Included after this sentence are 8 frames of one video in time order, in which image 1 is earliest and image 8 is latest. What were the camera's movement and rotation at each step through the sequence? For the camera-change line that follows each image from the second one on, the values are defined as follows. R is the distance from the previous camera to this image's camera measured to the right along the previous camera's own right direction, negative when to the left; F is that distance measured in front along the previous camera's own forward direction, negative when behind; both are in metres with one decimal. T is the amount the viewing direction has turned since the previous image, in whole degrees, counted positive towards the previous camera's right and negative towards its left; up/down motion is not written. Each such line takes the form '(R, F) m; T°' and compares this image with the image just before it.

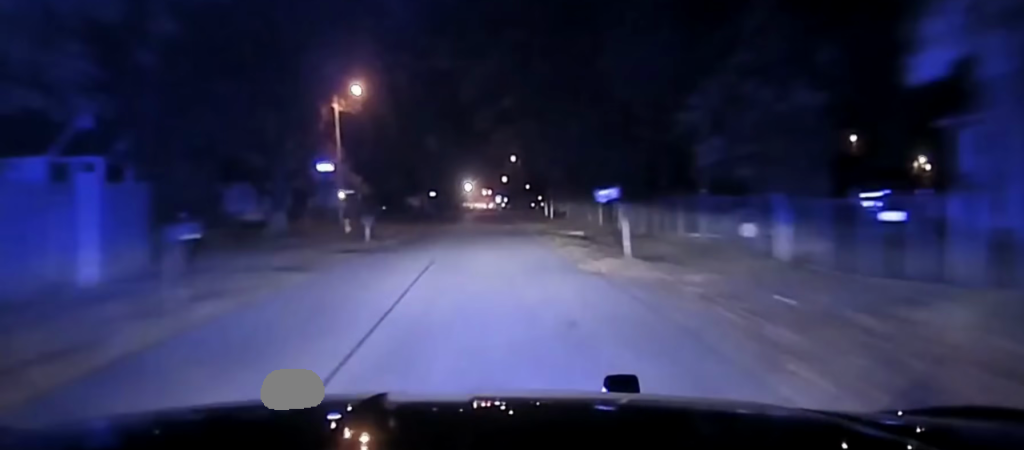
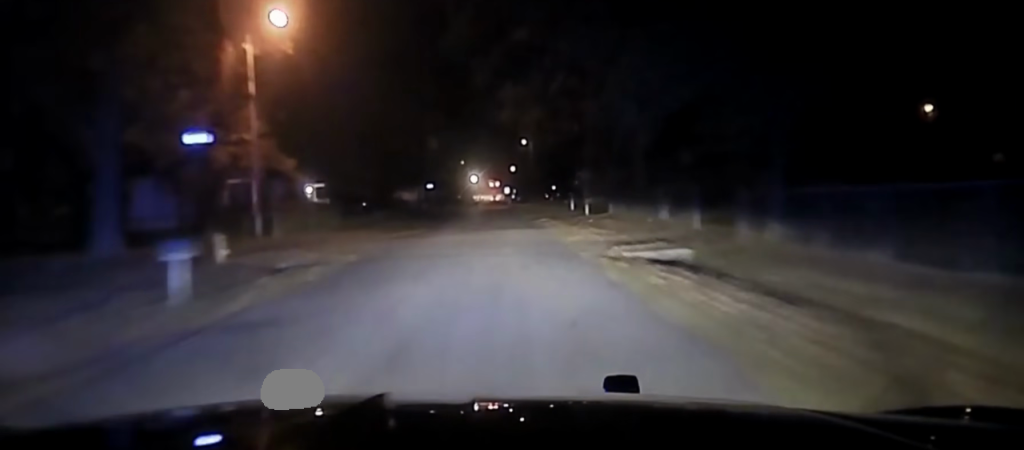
(0.0, +22.1) m; 0°
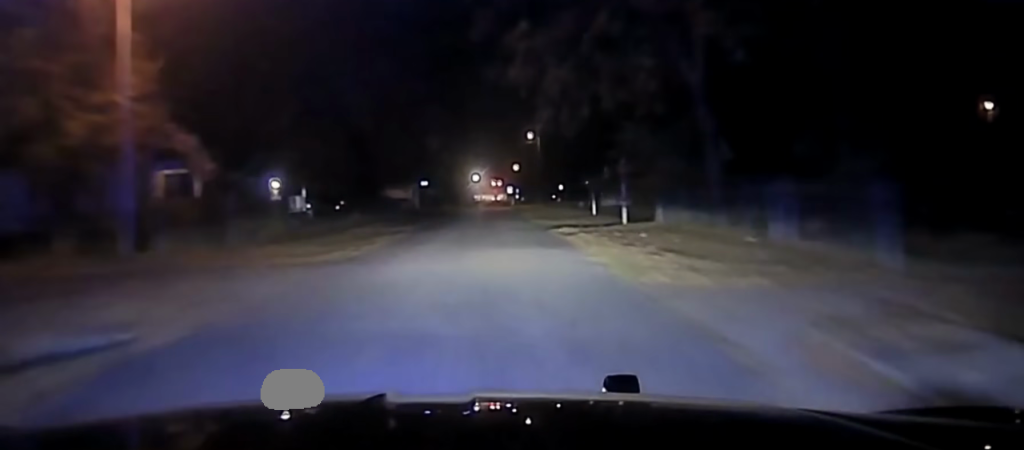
(0.0, +13.7) m; 0°
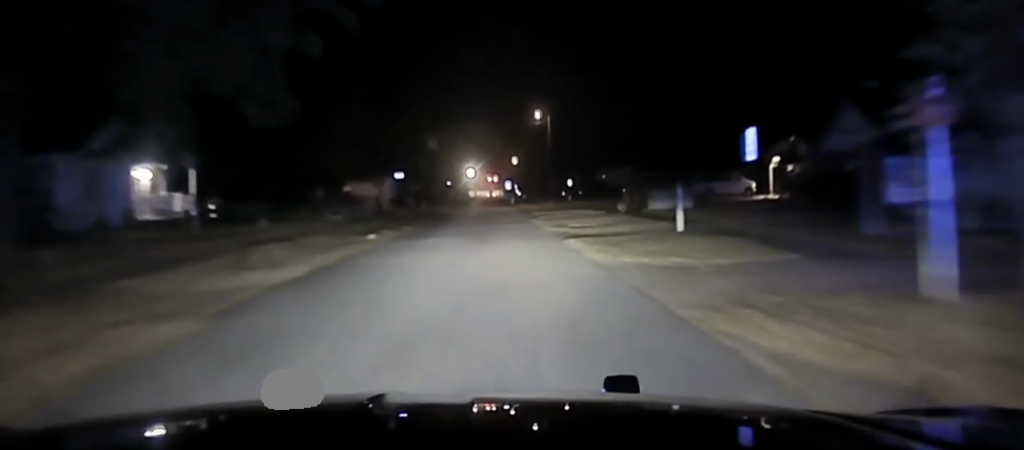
(0.0, +26.4) m; 0°
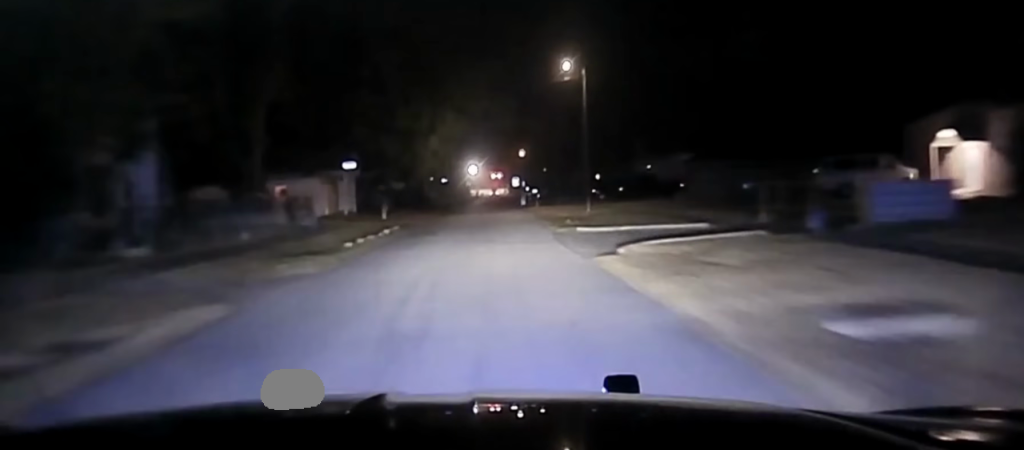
(0.0, +31.0) m; -1°
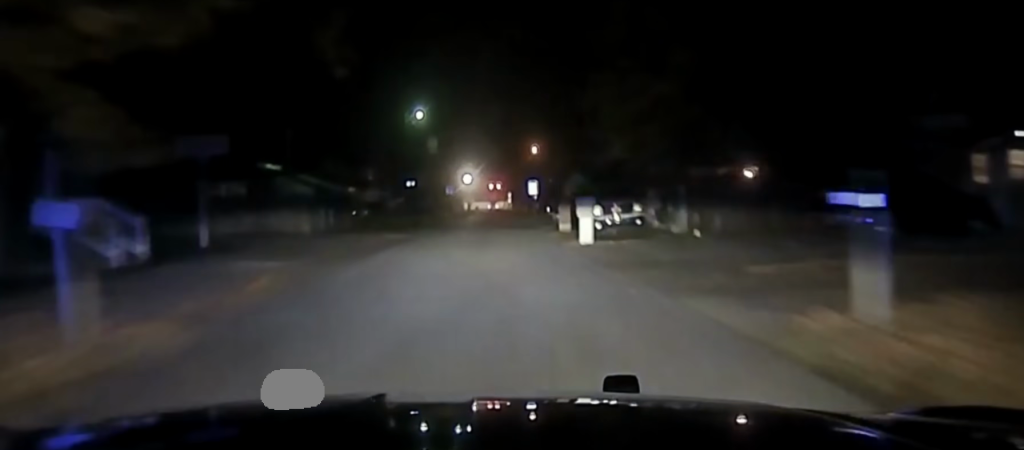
(-0.1, +62.5) m; 0°
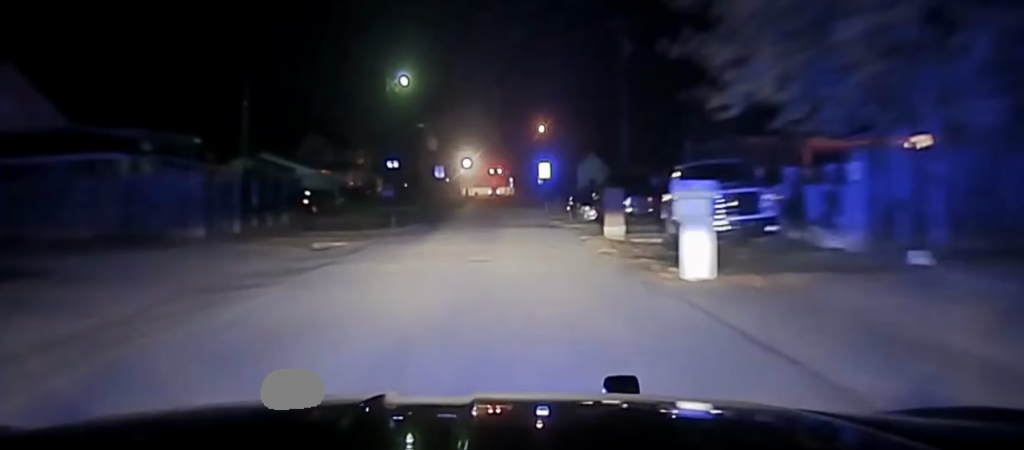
(-0.2, +16.3) m; -1°
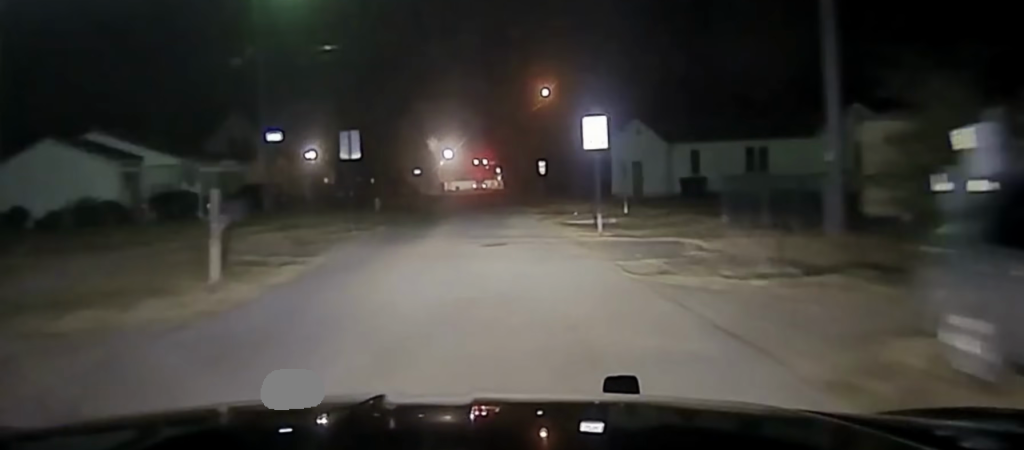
(-0.2, +37.1) m; 0°
